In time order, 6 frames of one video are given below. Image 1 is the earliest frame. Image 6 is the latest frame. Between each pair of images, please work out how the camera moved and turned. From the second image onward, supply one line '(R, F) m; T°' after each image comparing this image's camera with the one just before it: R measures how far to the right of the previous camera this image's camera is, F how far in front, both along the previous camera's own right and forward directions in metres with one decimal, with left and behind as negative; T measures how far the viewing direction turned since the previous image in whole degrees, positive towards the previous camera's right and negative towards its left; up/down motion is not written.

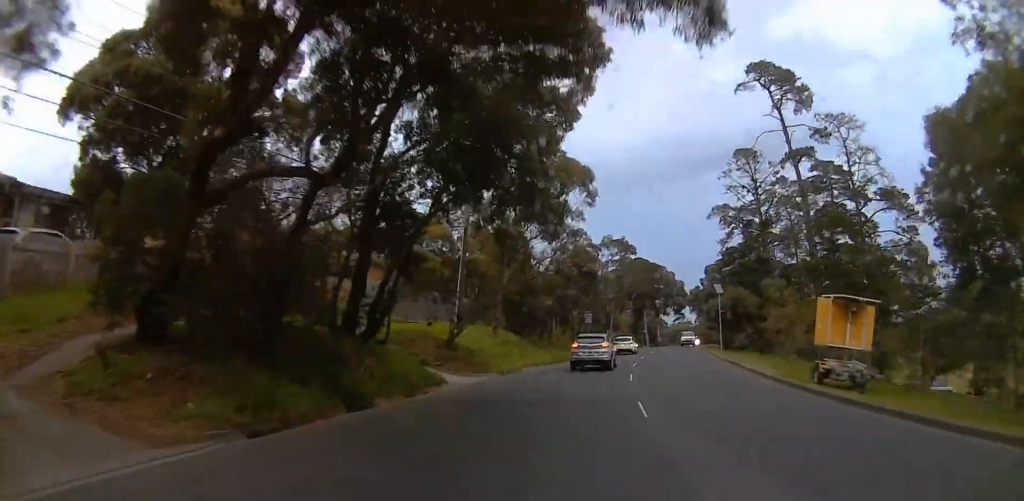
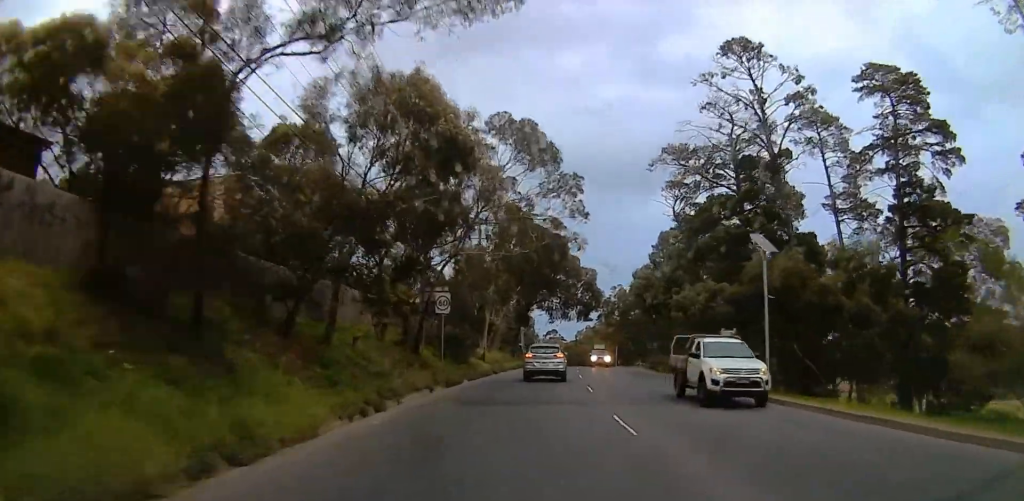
(+3.0, +32.5) m; +11°
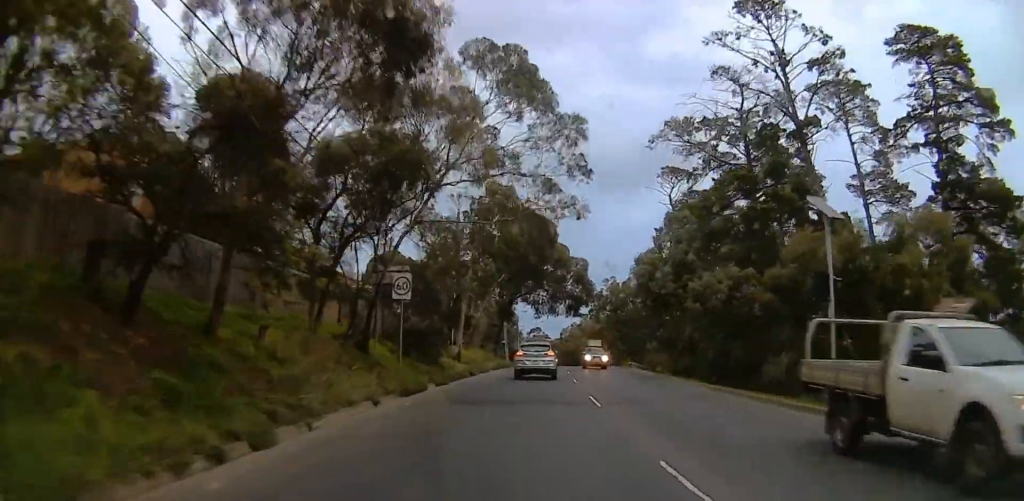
(+0.1, +5.9) m; +1°
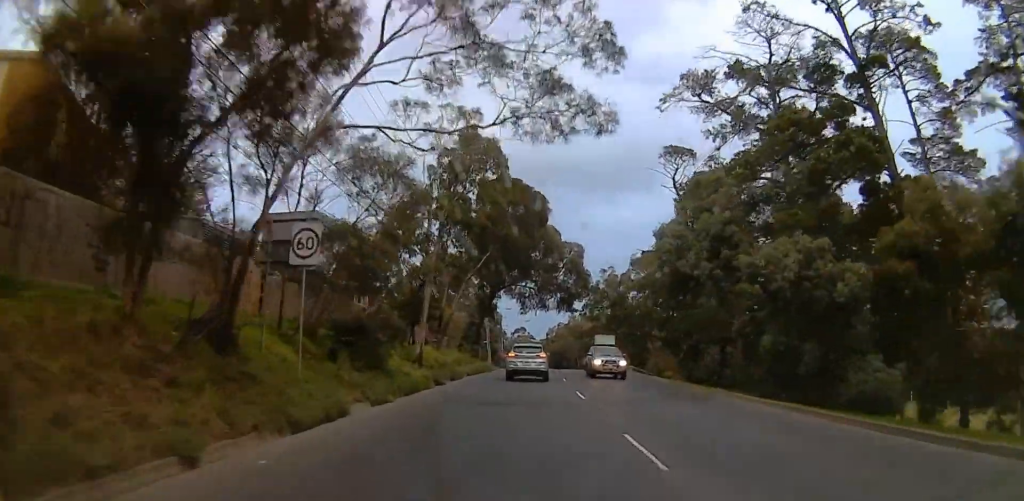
(0.0, +8.1) m; 0°
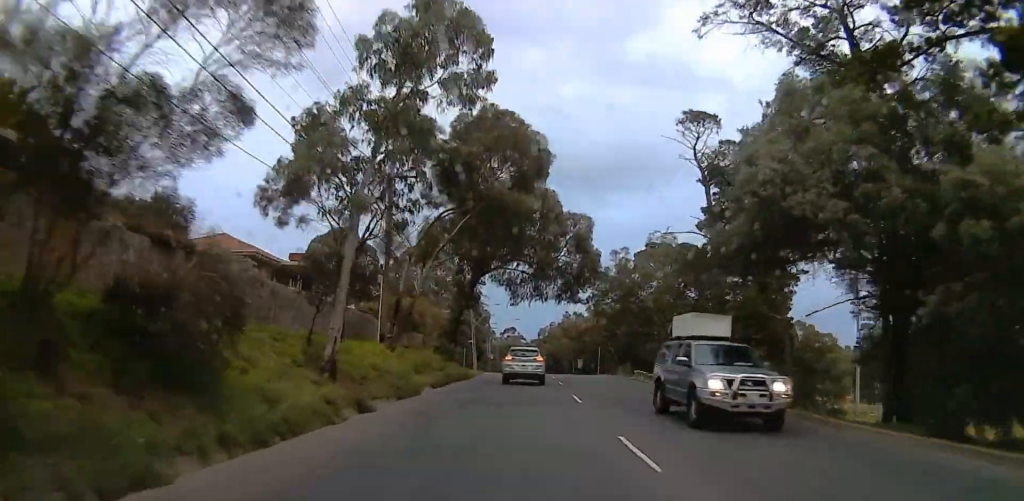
(0.0, +10.3) m; +4°
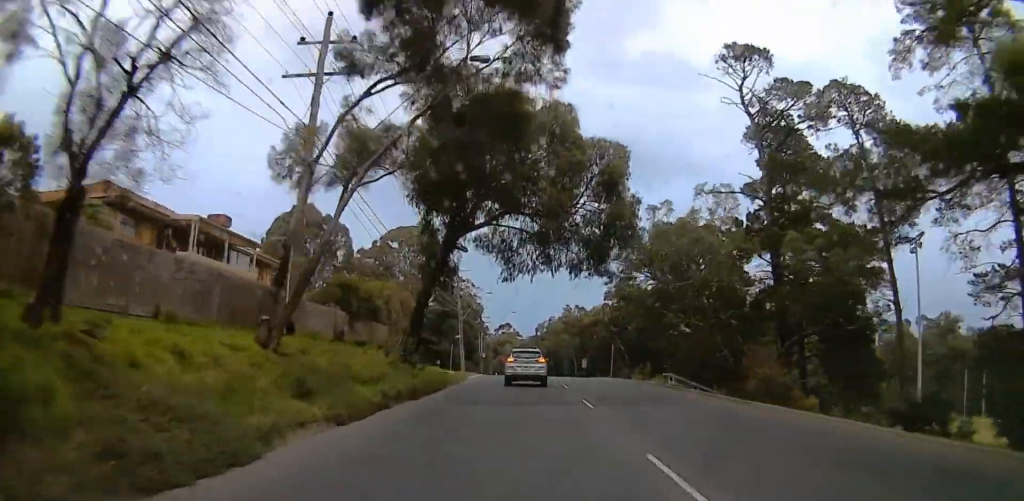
(+0.9, +12.6) m; +3°
